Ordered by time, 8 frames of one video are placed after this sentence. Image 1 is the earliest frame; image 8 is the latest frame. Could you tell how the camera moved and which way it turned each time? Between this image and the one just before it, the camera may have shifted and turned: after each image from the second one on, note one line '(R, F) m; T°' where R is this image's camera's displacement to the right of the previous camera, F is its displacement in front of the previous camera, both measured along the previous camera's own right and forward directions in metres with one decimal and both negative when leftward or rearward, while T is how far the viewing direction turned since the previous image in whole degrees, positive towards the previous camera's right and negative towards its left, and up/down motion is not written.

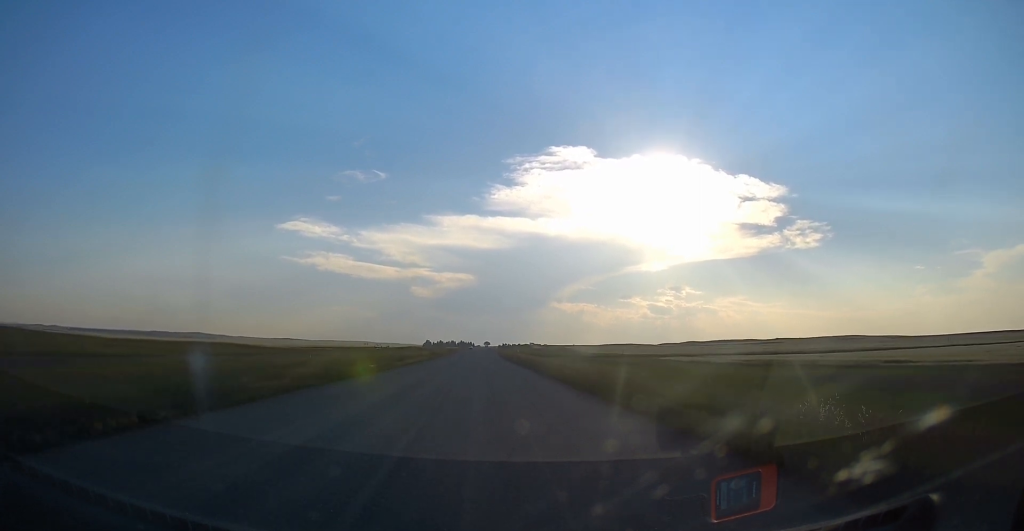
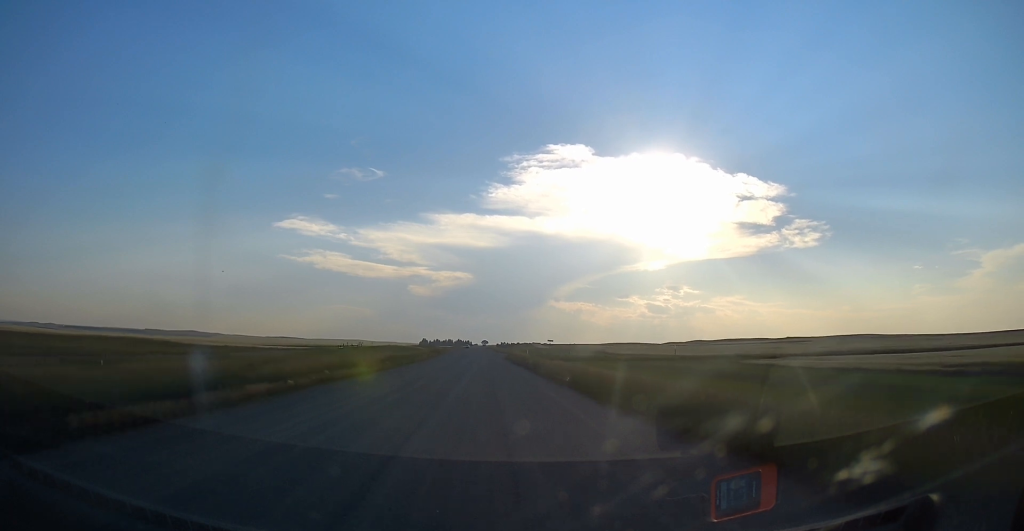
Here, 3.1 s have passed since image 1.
(0.0, +39.2) m; +2°
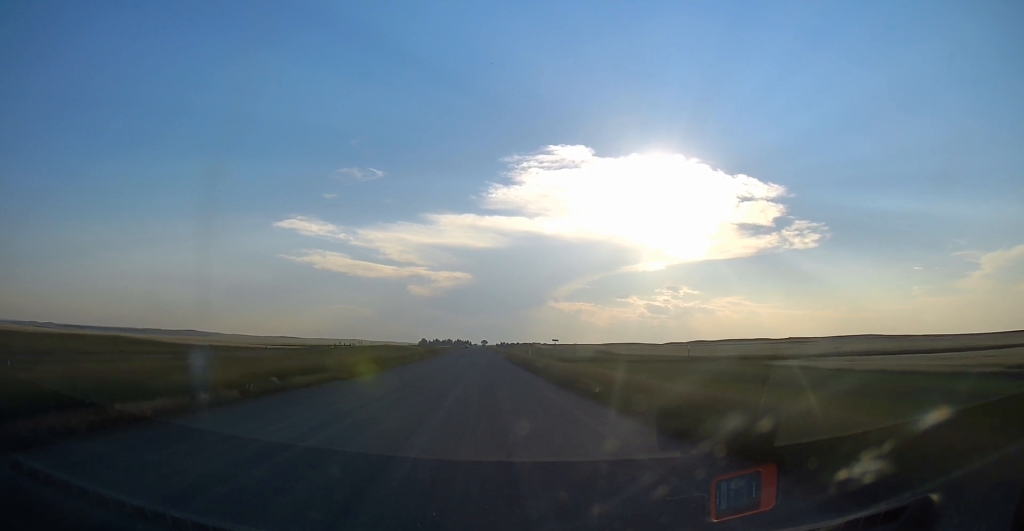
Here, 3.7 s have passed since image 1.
(+0.1, +7.1) m; +1°
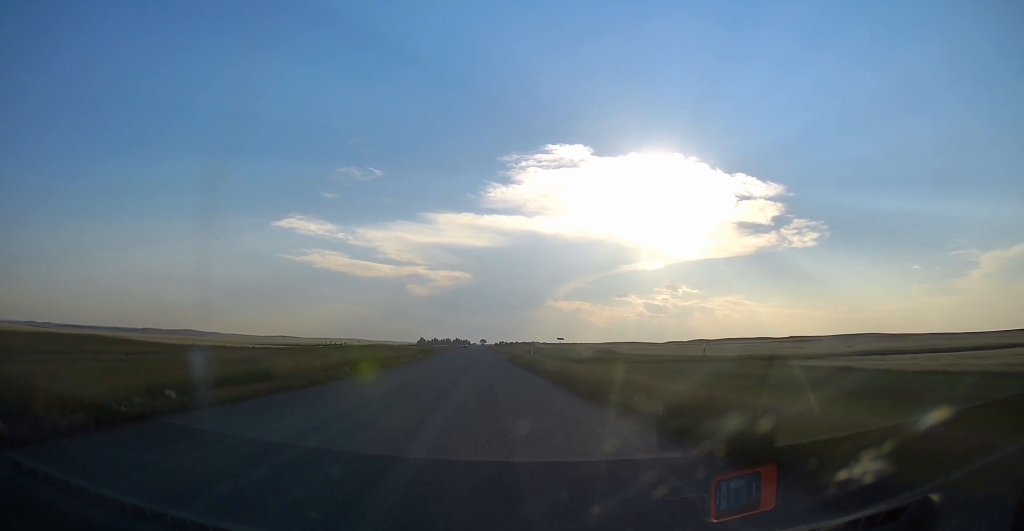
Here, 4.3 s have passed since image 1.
(+0.3, +7.1) m; 0°
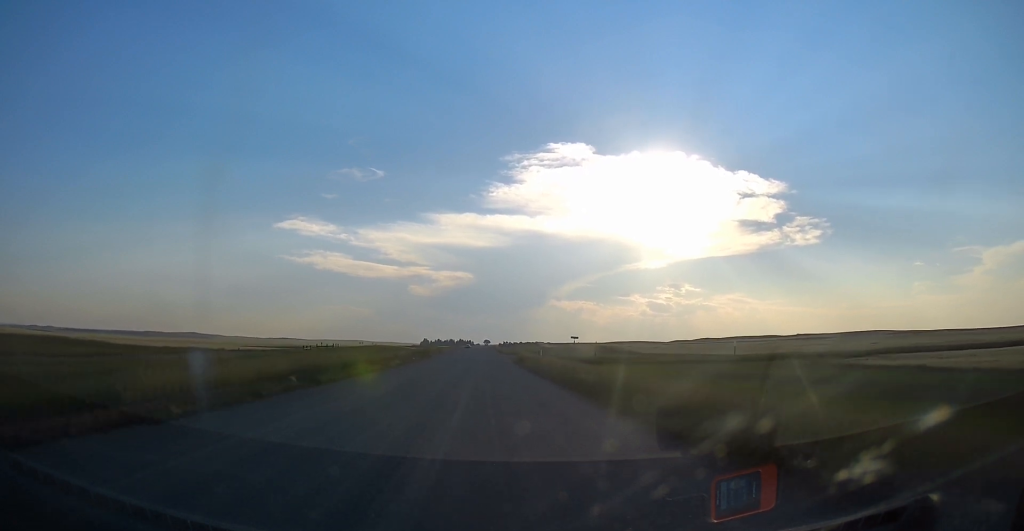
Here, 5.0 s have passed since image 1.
(-0.3, +9.8) m; -1°
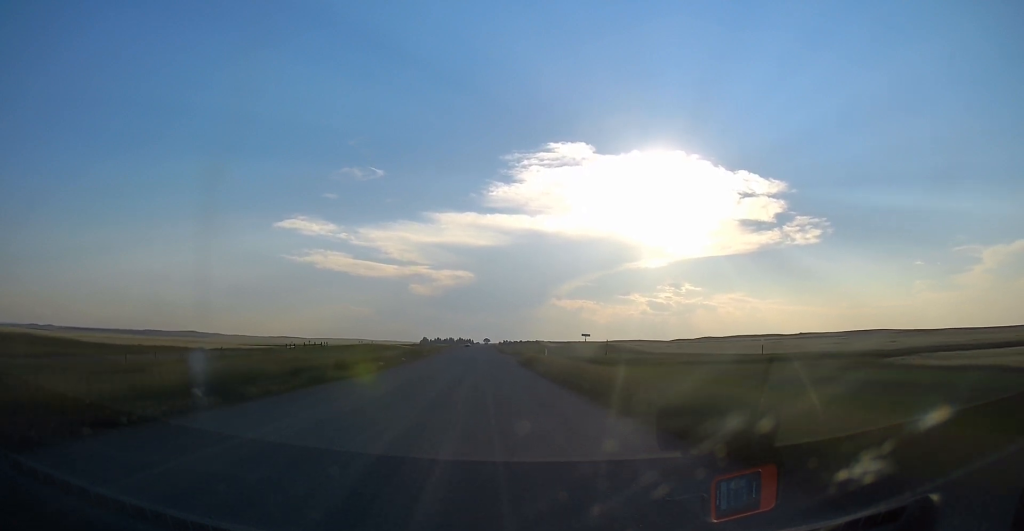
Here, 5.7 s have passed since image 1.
(-0.1, +8.2) m; -1°
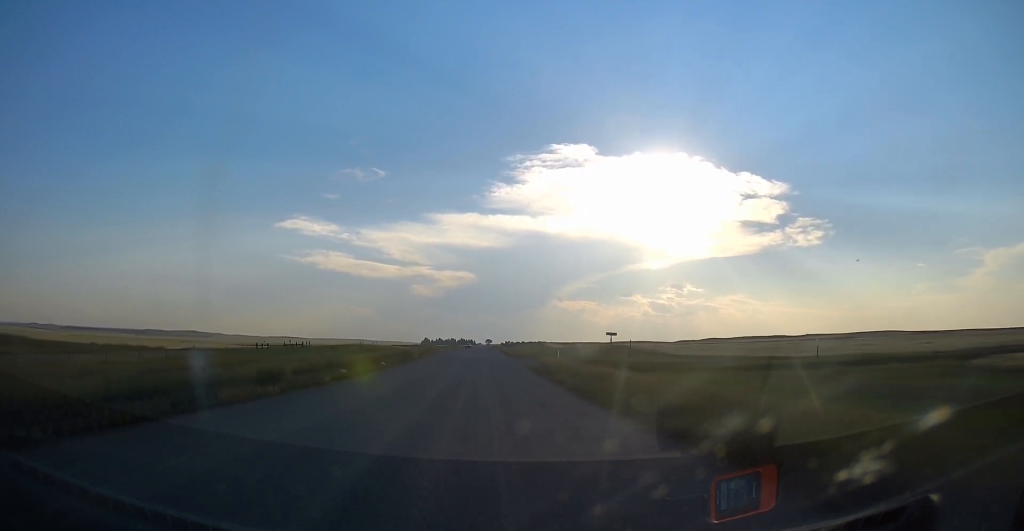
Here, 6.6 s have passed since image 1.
(0.0, +12.1) m; 0°
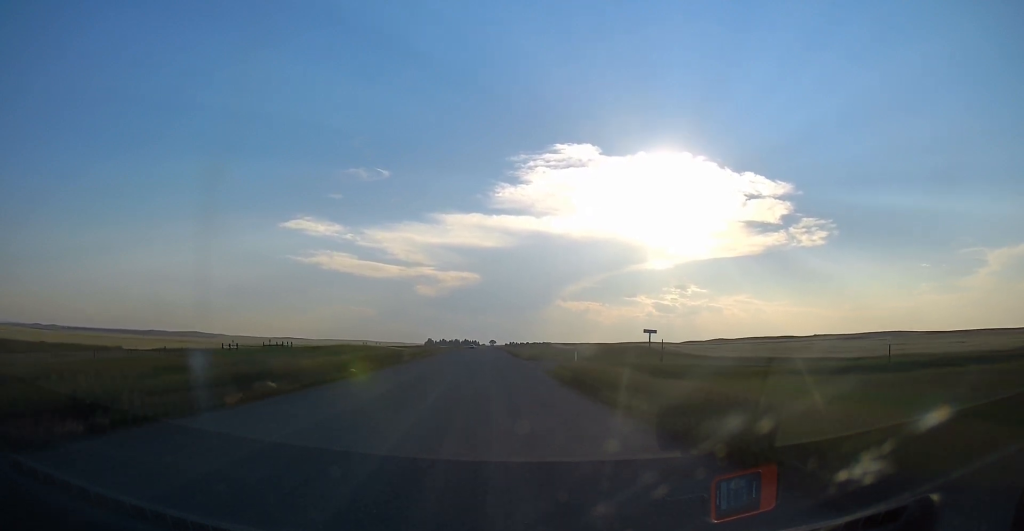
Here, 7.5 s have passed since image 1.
(0.0, +11.3) m; 0°
